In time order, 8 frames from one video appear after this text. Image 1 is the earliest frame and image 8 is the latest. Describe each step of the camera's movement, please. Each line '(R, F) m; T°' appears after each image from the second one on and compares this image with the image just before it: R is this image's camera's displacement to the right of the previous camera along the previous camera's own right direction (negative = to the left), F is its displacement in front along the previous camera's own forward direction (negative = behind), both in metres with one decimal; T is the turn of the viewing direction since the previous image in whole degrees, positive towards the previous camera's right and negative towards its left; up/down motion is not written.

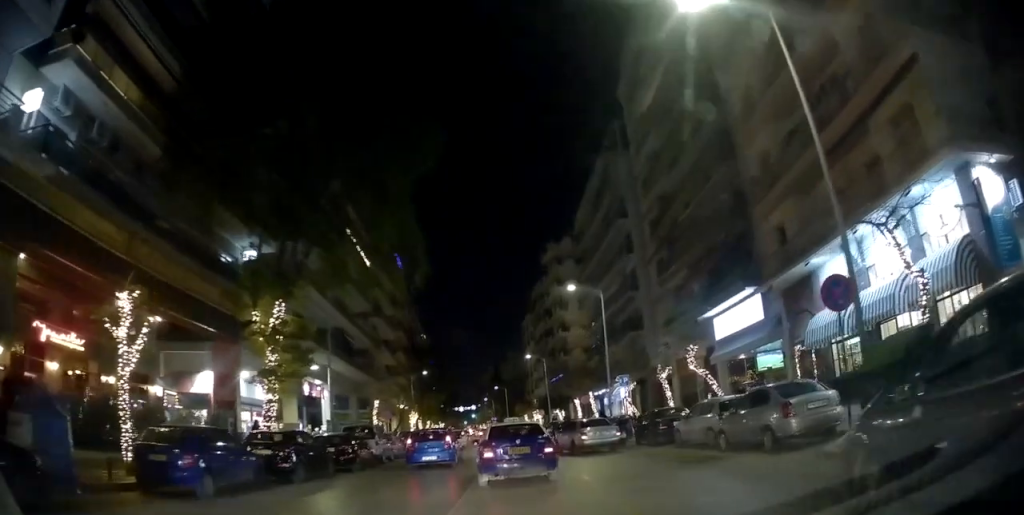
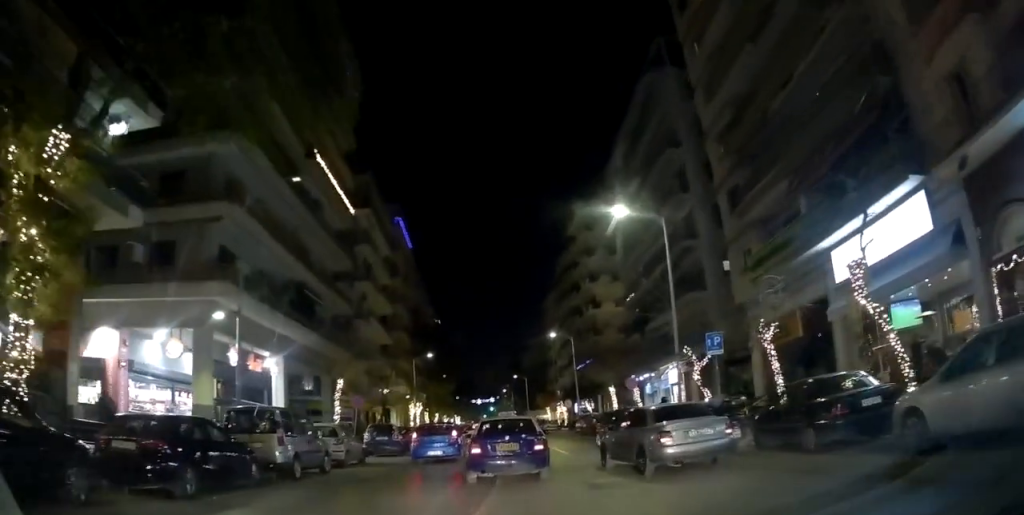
(+0.4, +10.9) m; +2°
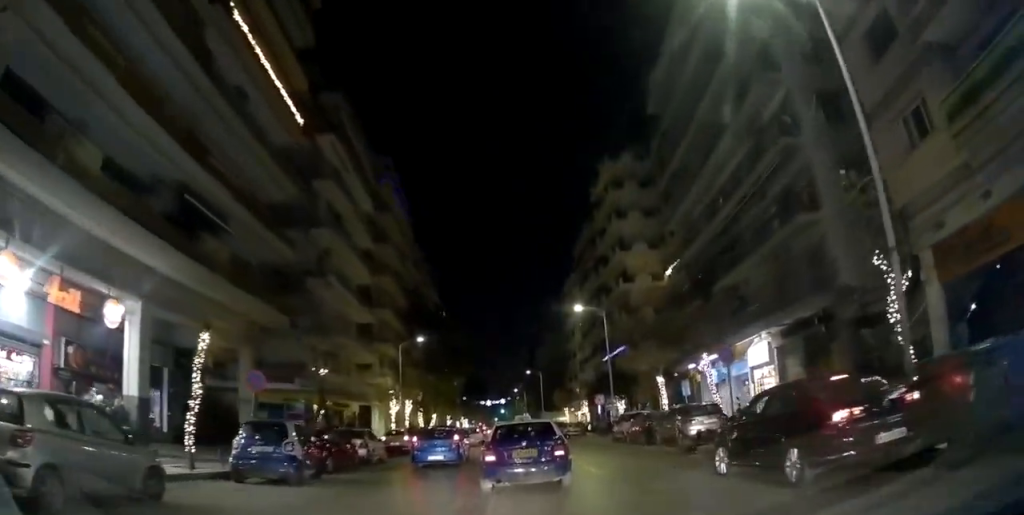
(0.0, +13.4) m; -3°
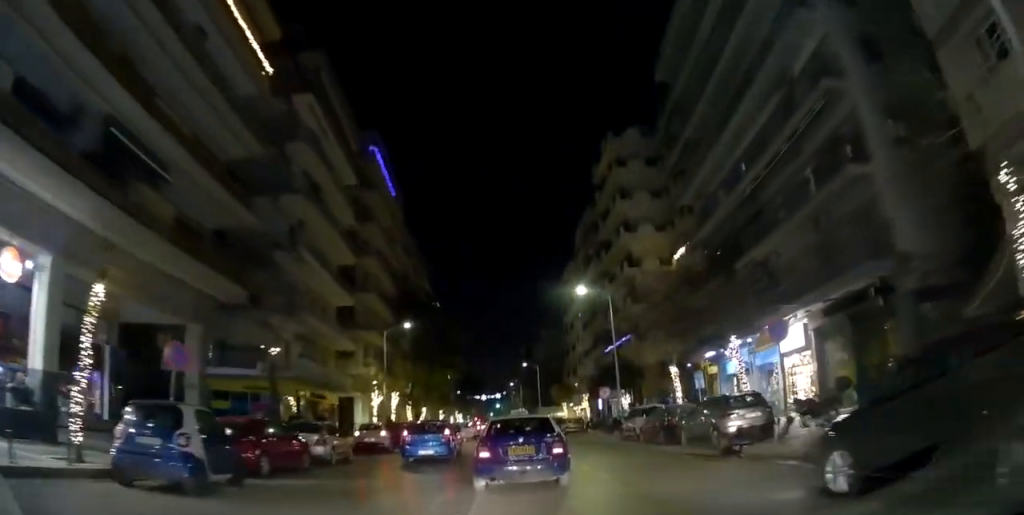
(+0.1, +4.3) m; -2°
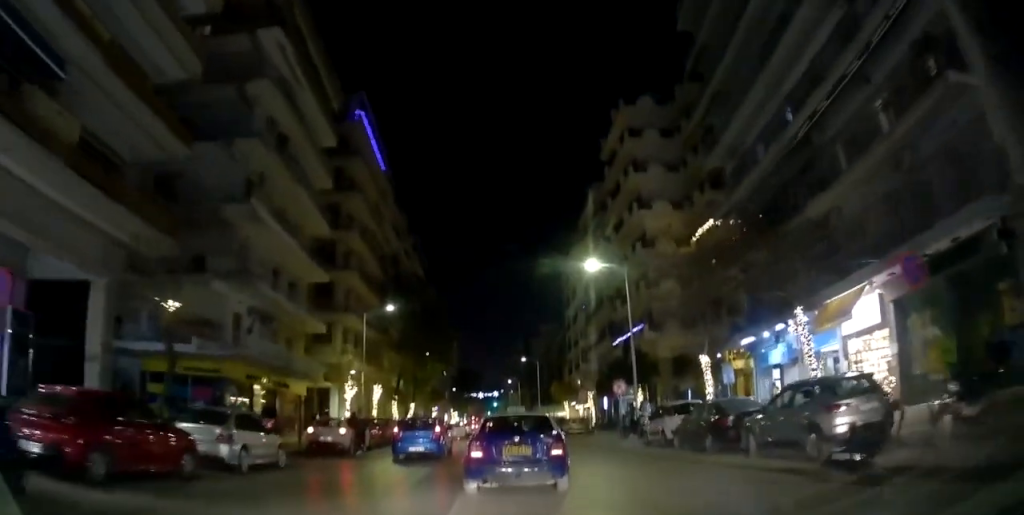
(-0.6, +5.9) m; -1°
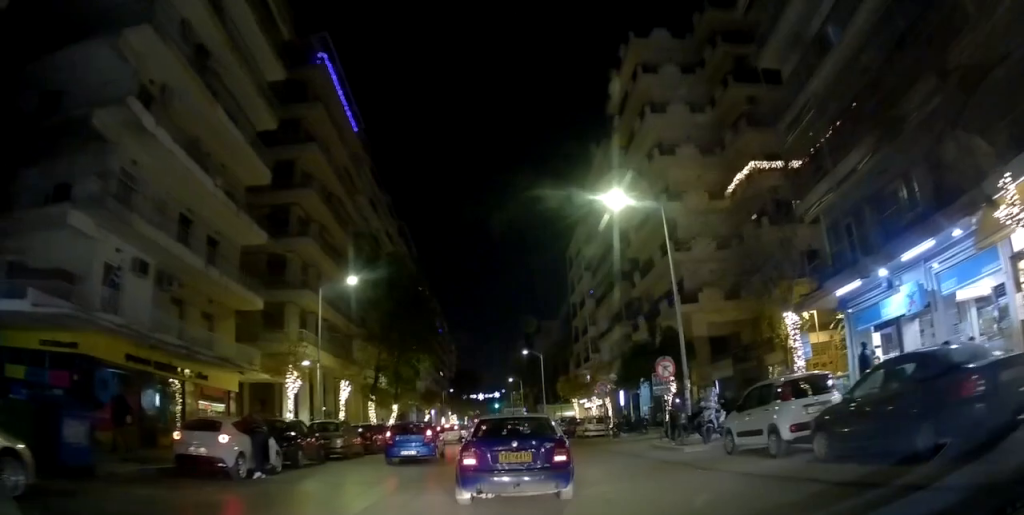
(+0.4, +9.4) m; +4°
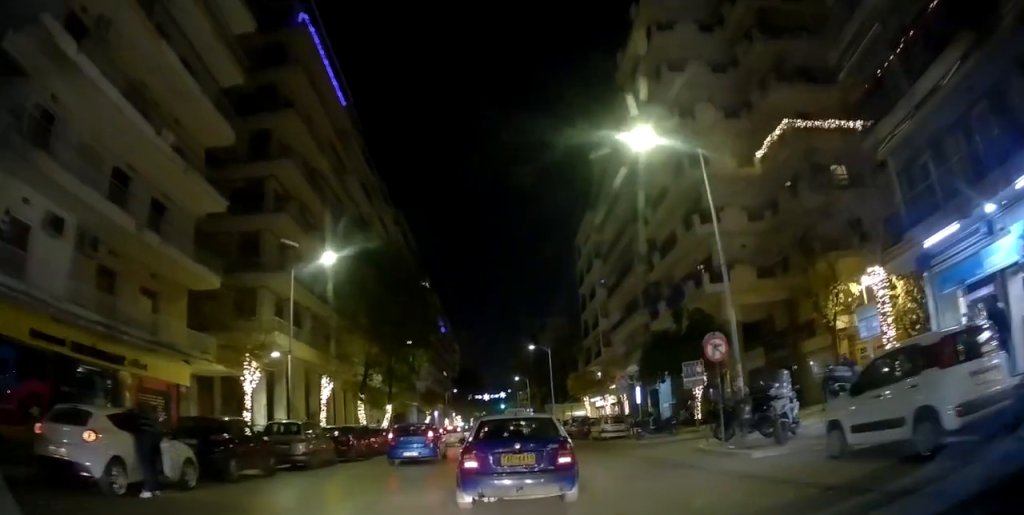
(0.0, +5.0) m; 0°
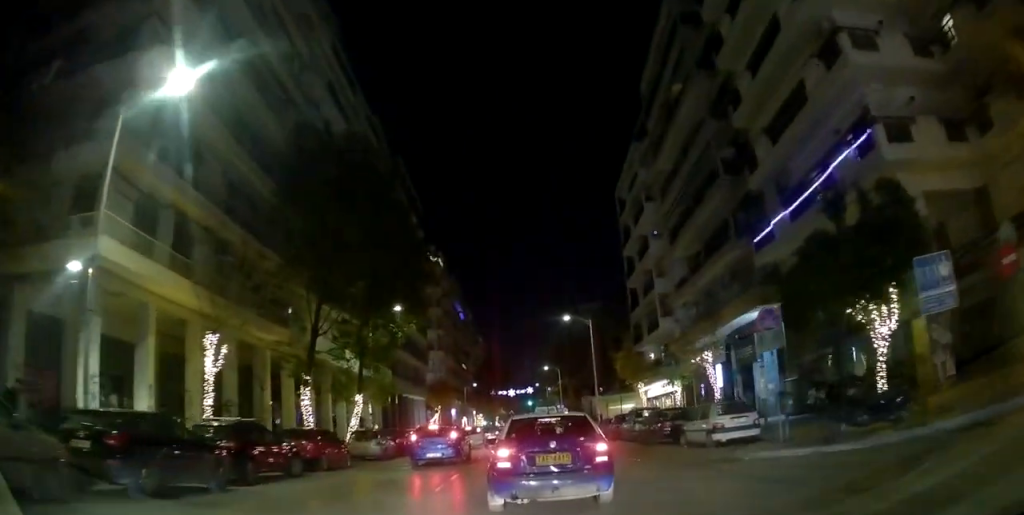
(+1.9, +15.2) m; +17°
